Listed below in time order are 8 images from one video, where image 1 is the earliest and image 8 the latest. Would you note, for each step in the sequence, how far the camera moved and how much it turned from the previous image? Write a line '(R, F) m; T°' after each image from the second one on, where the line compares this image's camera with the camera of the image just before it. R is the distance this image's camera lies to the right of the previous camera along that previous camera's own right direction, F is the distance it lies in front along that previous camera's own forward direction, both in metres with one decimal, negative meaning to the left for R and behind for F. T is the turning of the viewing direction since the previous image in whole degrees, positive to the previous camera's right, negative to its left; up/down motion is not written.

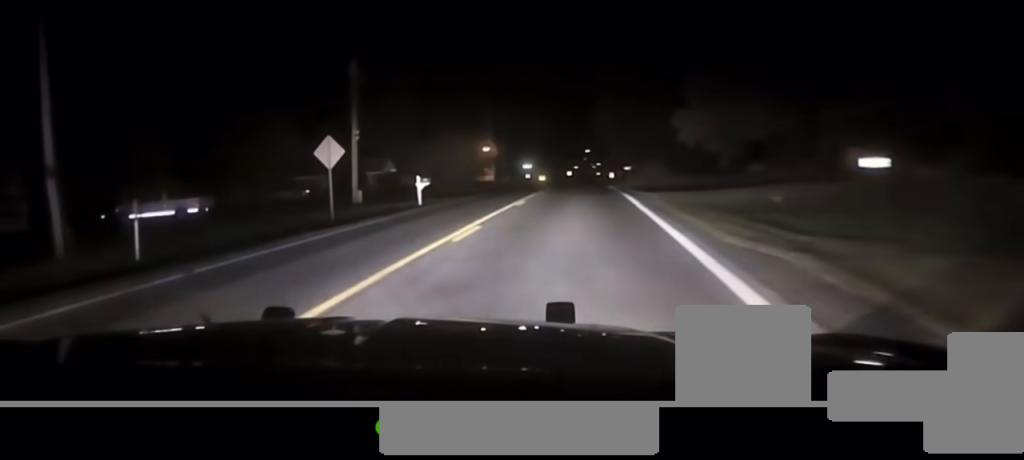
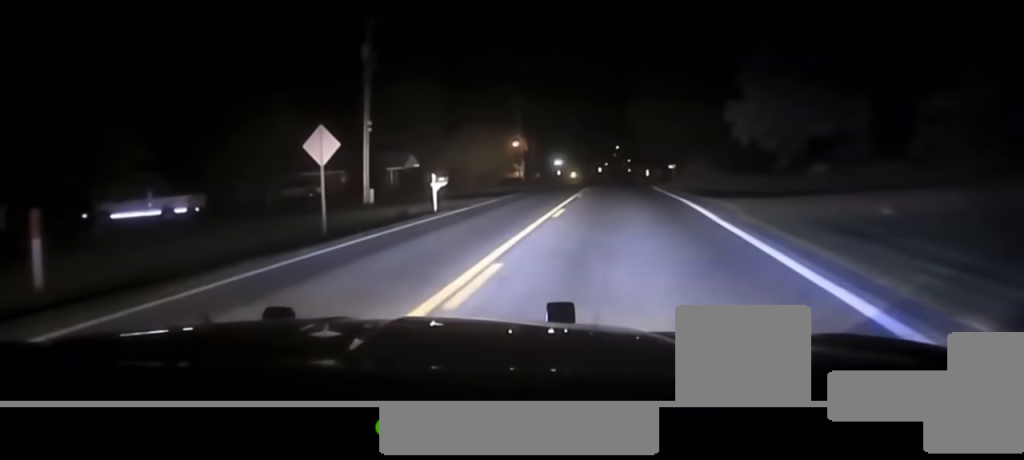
(-0.1, +5.7) m; 0°
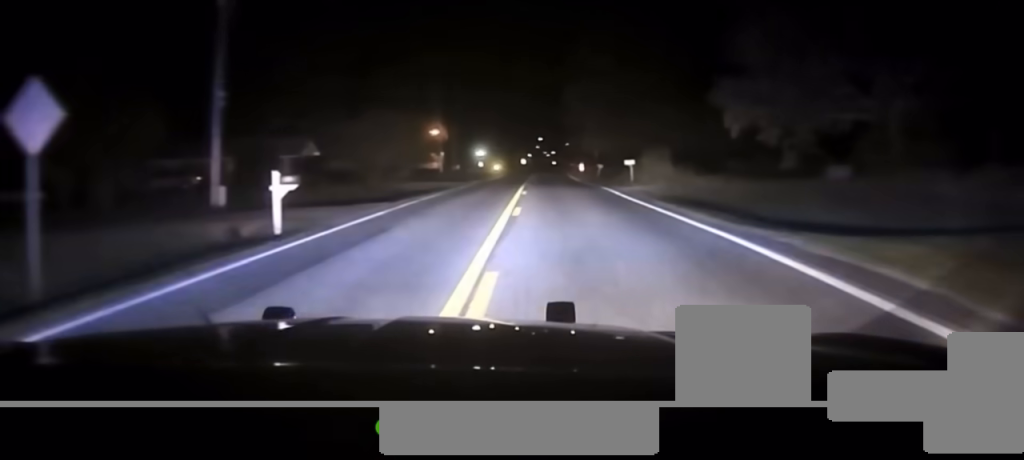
(+0.2, +13.7) m; +4°
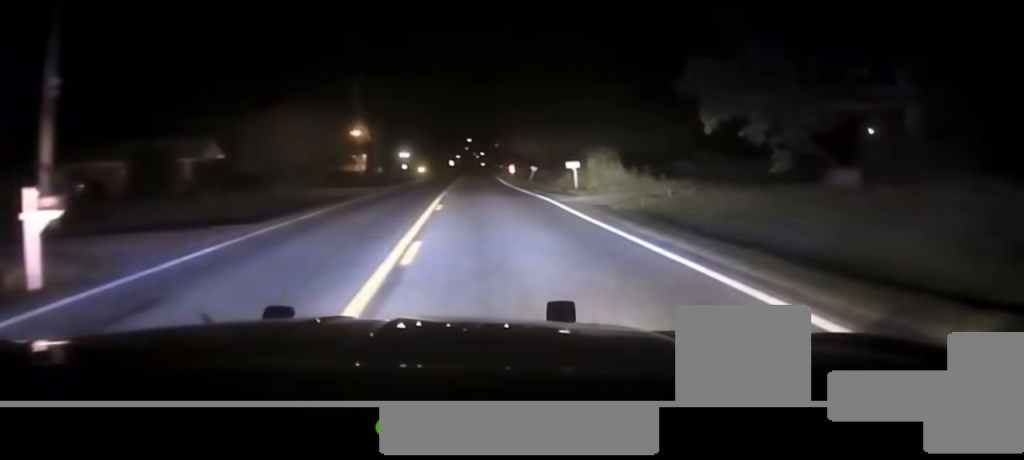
(+0.3, +8.7) m; +2°
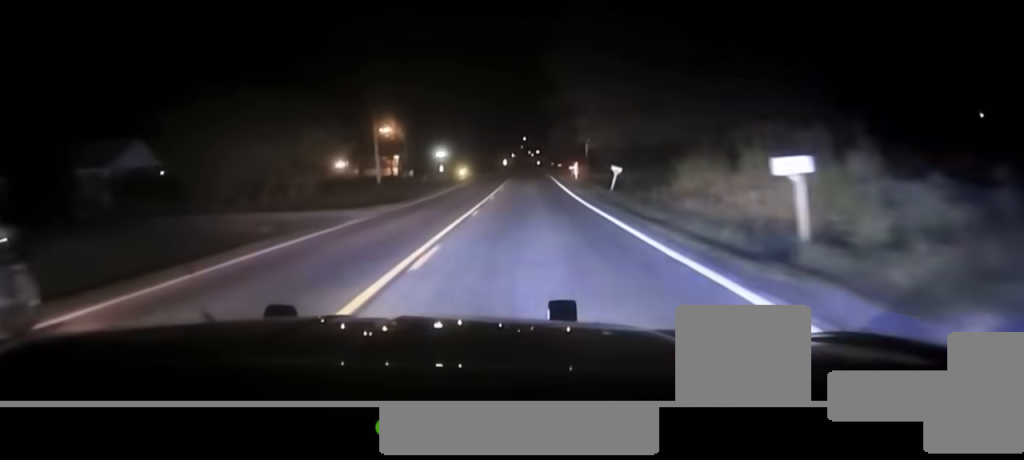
(-0.3, +27.2) m; -2°
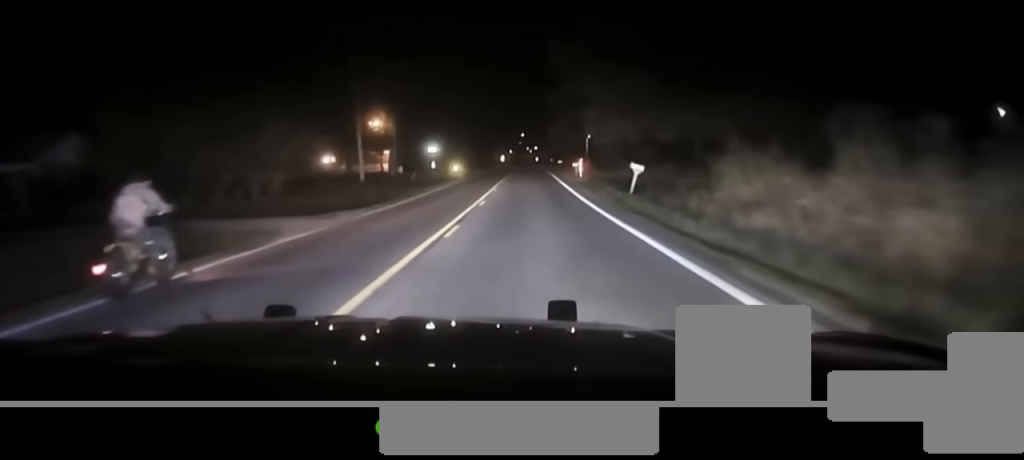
(0.0, +7.9) m; 0°
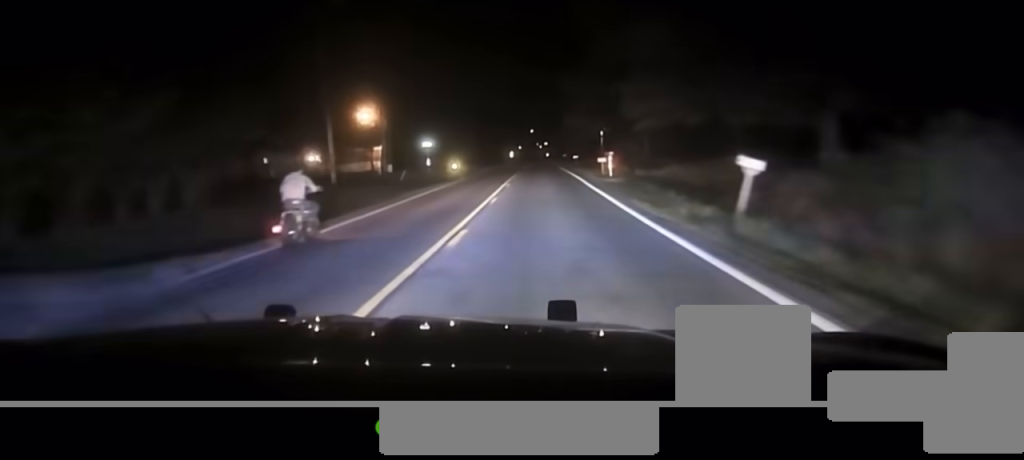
(0.0, +15.7) m; 0°
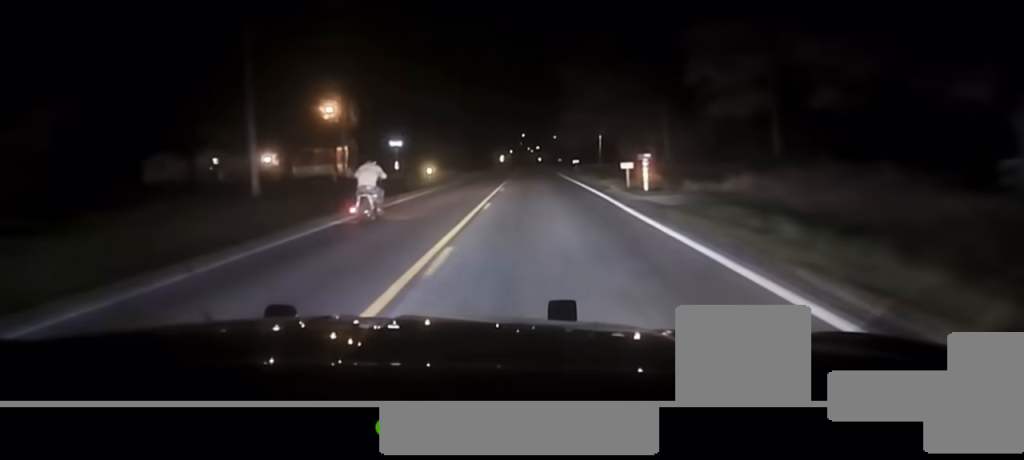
(0.0, +14.8) m; 0°
